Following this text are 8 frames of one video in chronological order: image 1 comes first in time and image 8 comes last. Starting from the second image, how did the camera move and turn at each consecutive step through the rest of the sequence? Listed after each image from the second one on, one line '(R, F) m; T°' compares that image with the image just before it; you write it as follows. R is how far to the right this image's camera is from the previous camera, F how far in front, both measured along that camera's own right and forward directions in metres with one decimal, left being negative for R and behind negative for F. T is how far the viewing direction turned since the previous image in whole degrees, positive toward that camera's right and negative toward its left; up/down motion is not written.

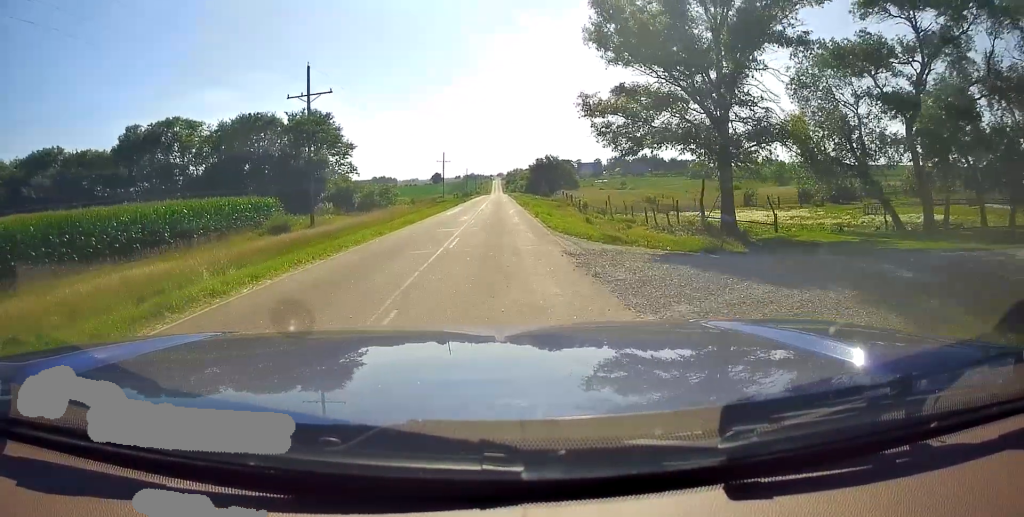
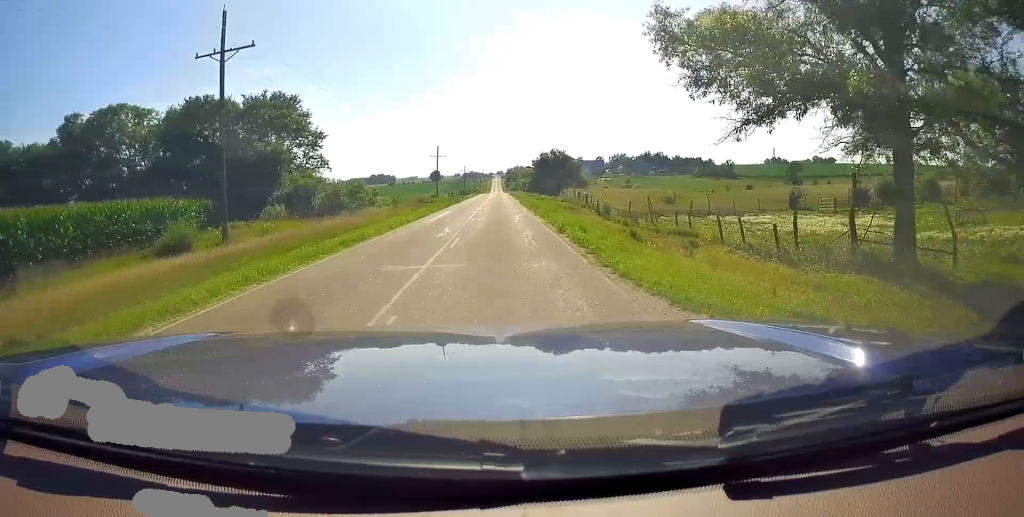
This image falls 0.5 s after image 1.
(0.0, +12.1) m; 0°
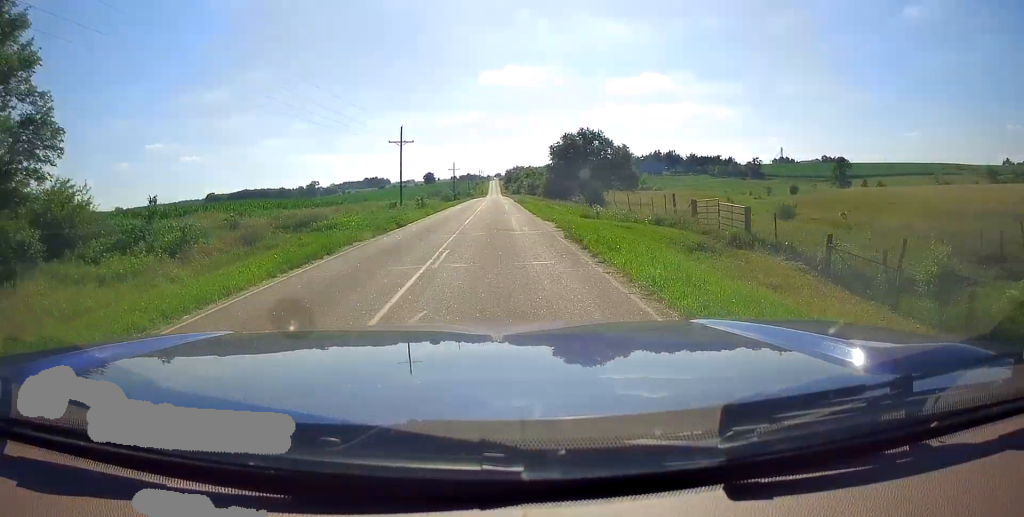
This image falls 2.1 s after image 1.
(0.0, +39.2) m; 0°
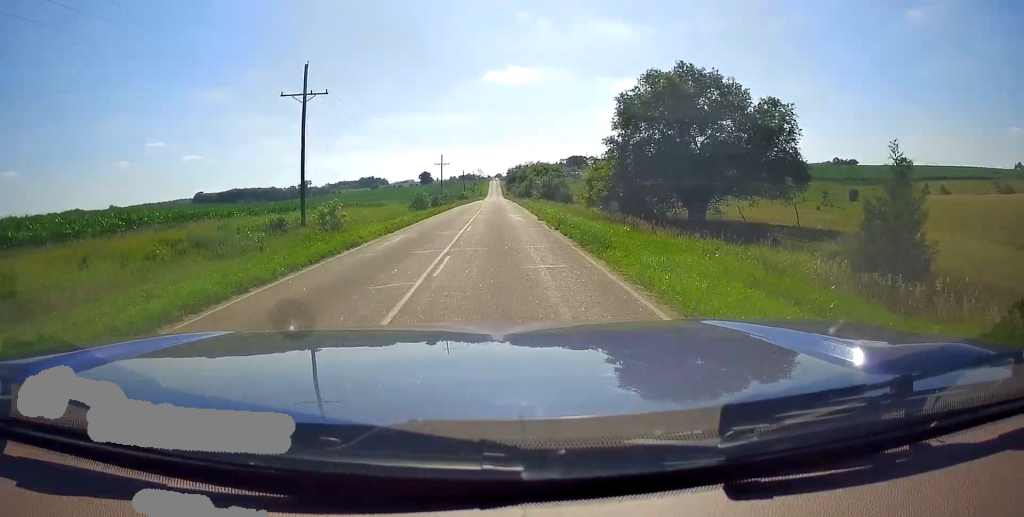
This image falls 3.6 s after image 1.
(0.0, +36.8) m; 0°
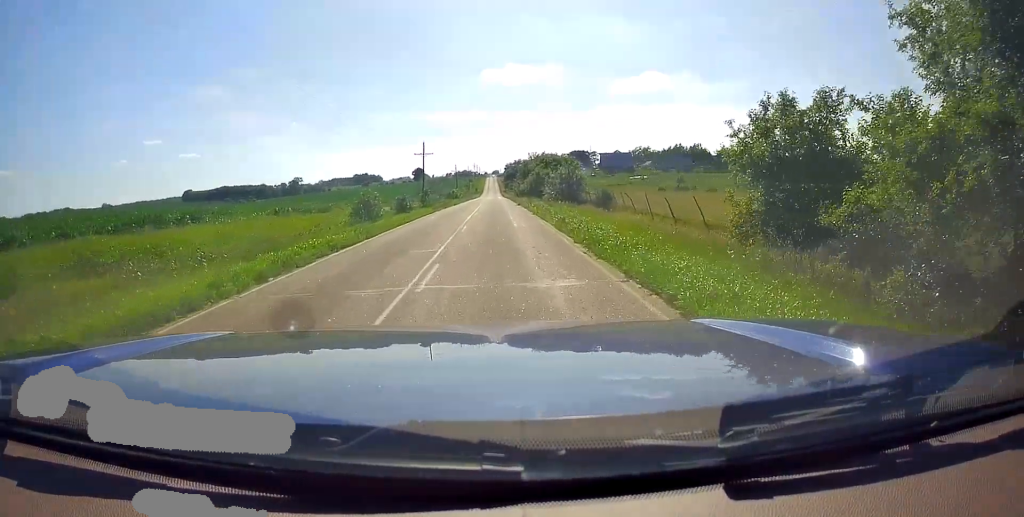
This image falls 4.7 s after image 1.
(0.0, +25.6) m; 0°
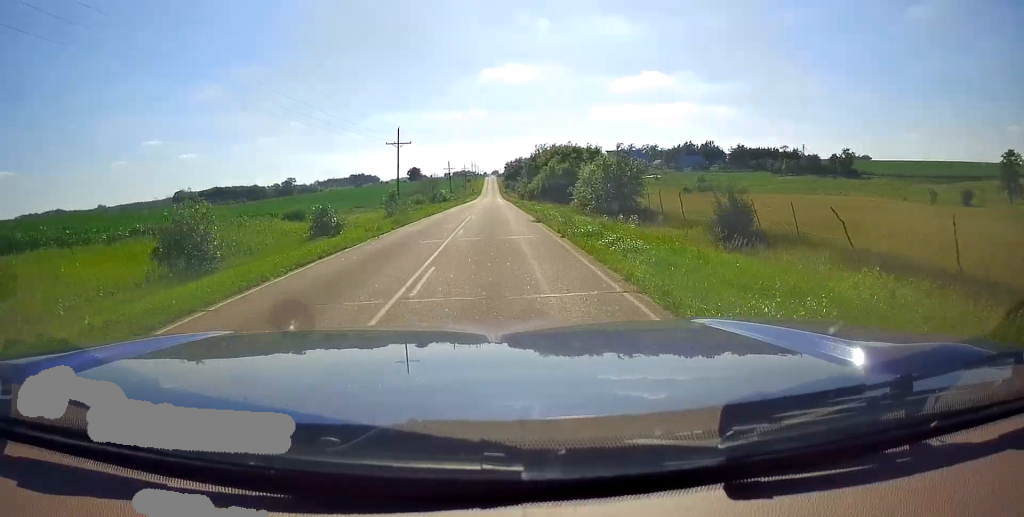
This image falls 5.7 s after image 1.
(0.0, +24.1) m; 0°
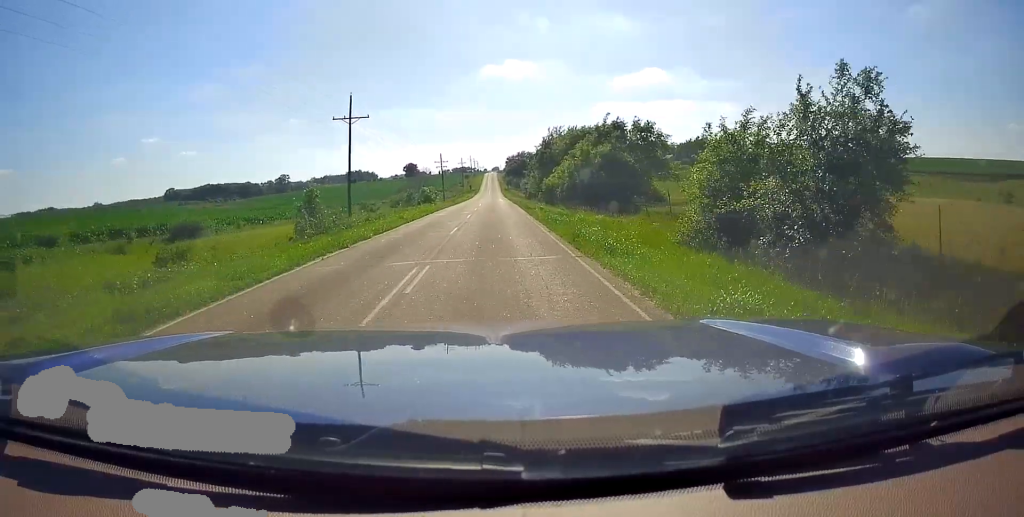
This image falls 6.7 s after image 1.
(0.0, +23.9) m; 0°
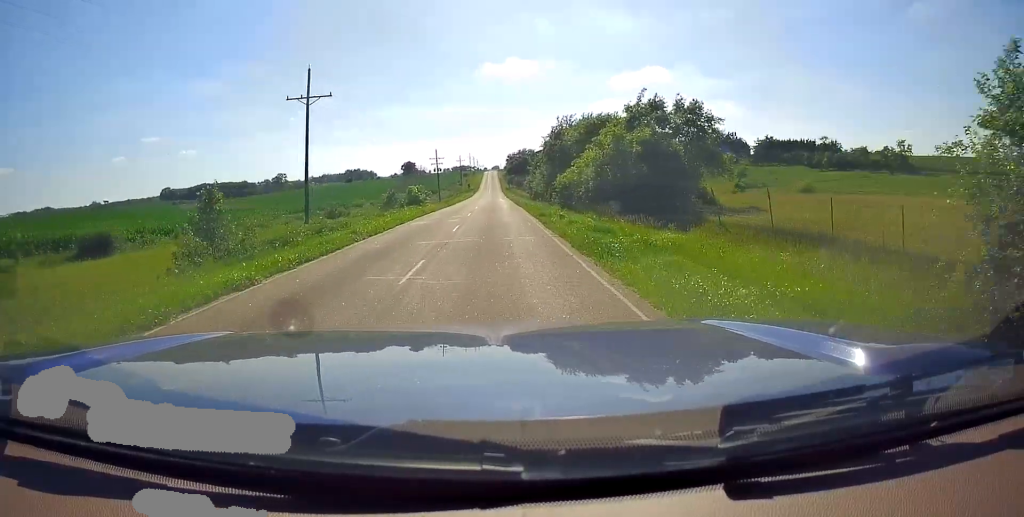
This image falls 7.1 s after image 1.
(0.0, +11.1) m; 0°
